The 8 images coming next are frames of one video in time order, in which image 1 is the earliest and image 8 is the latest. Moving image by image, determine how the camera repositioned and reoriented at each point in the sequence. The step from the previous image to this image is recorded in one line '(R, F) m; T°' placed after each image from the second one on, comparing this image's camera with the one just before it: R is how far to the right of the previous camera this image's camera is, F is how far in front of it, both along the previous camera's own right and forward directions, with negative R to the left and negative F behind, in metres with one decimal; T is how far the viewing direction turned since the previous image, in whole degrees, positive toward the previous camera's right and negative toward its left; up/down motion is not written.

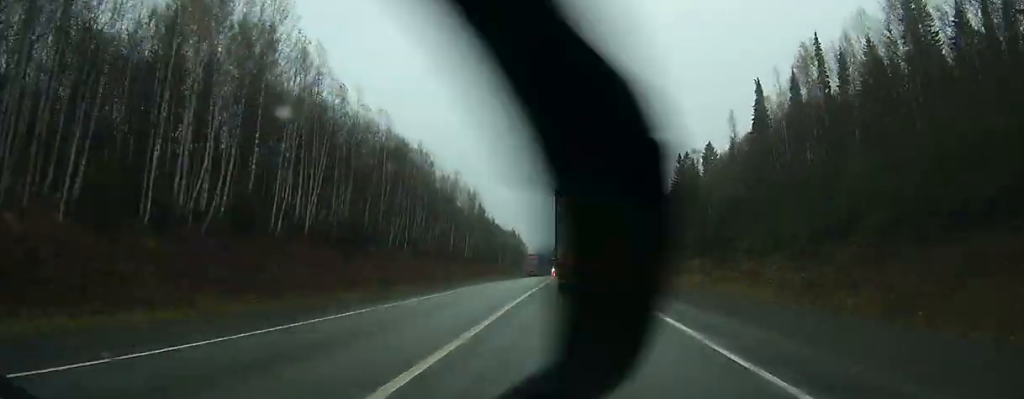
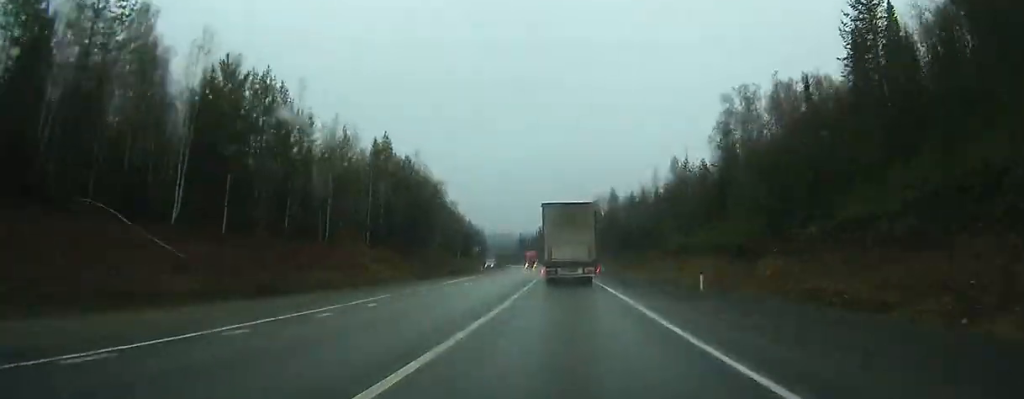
(+0.4, +145.0) m; 0°
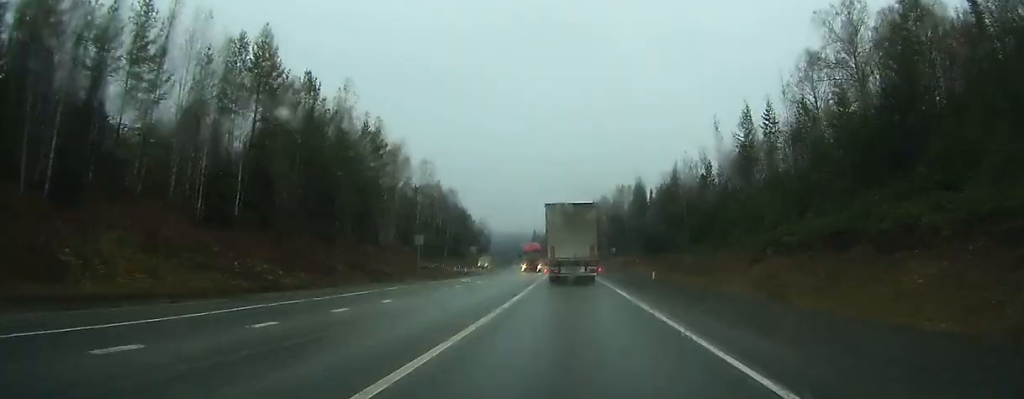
(-0.3, +34.3) m; -1°
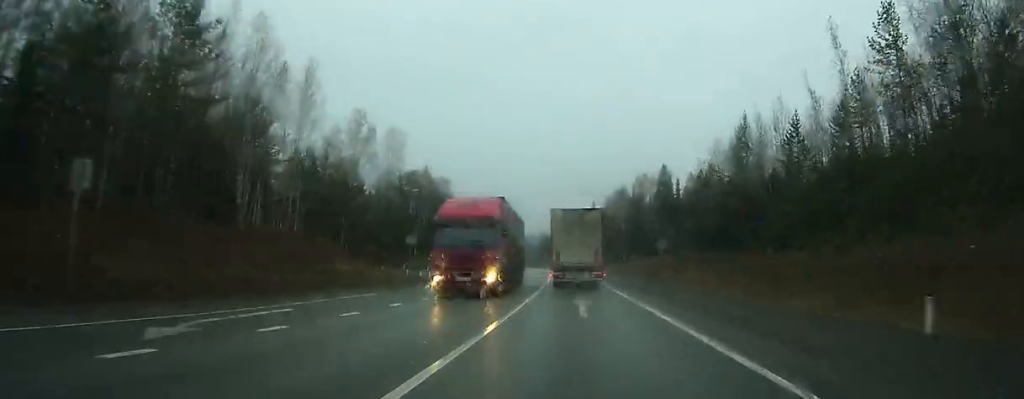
(-0.5, +31.1) m; -1°
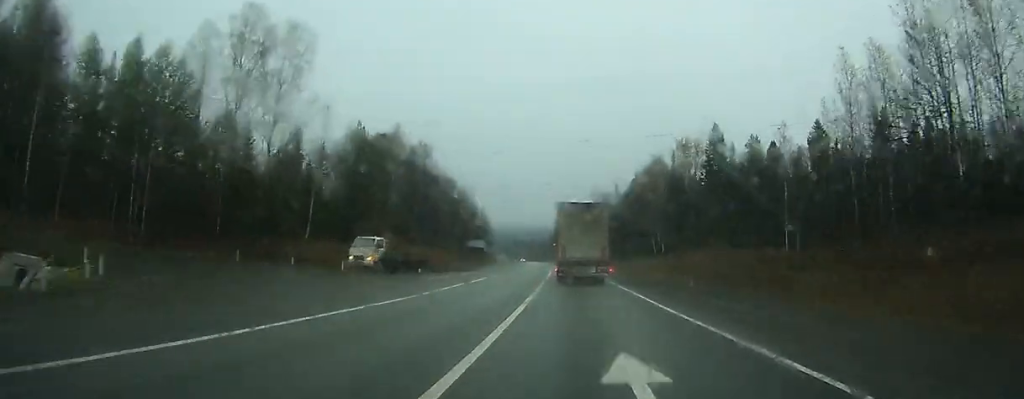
(-0.4, +41.4) m; -1°
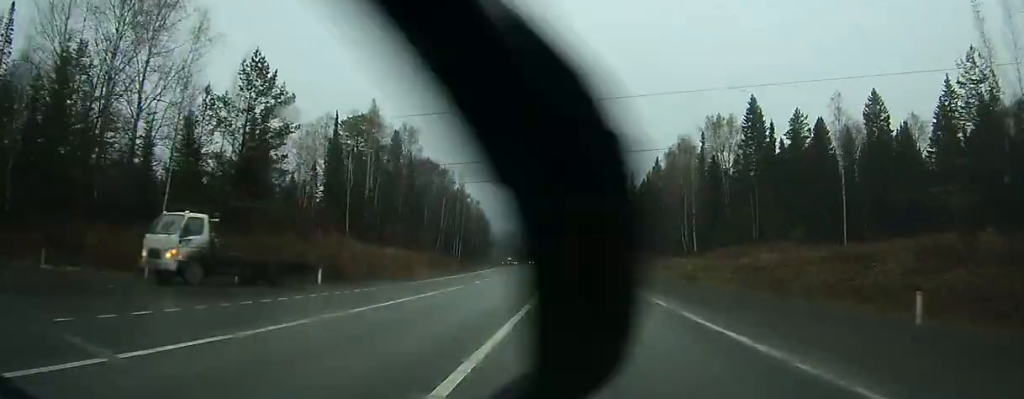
(-0.1, +19.7) m; -1°
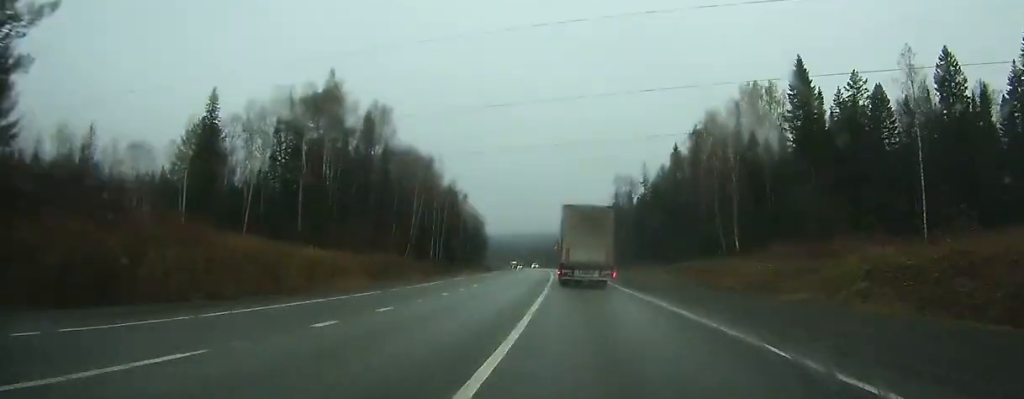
(0.0, +19.8) m; -1°
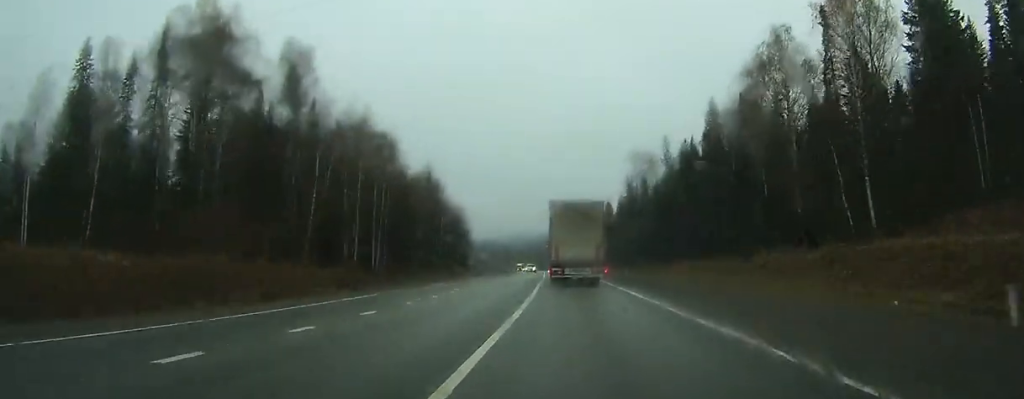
(-0.3, +30.8) m; -1°
